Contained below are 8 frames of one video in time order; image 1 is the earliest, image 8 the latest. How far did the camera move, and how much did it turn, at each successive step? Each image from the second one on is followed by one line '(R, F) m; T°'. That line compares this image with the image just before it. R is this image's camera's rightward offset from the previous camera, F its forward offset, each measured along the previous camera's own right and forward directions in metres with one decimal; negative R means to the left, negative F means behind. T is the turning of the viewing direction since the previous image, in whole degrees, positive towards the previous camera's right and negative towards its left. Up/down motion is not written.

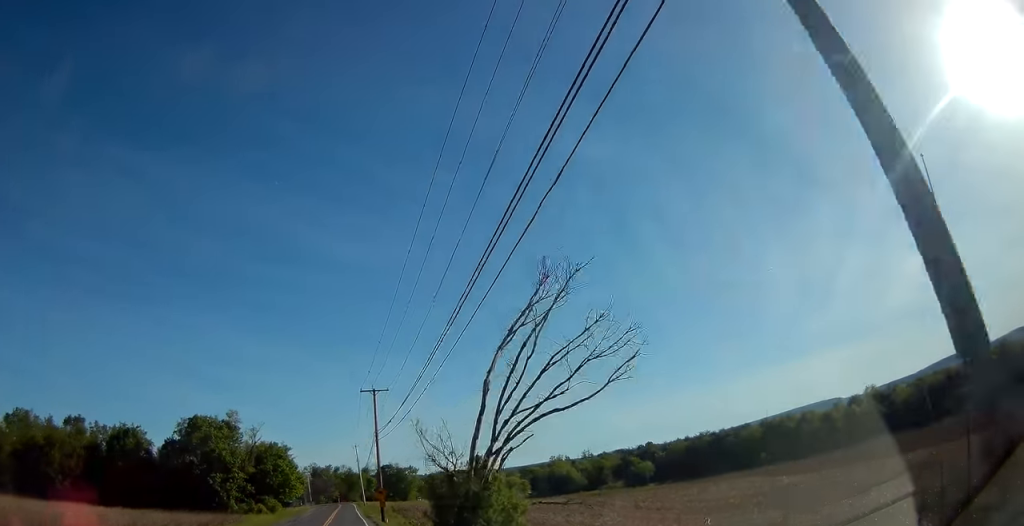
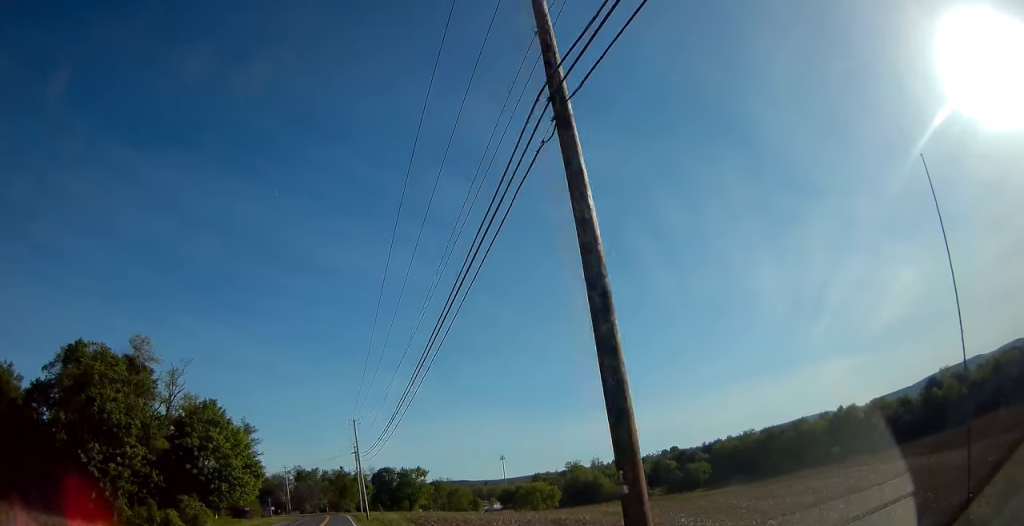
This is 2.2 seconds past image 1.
(+0.6, +42.4) m; +1°
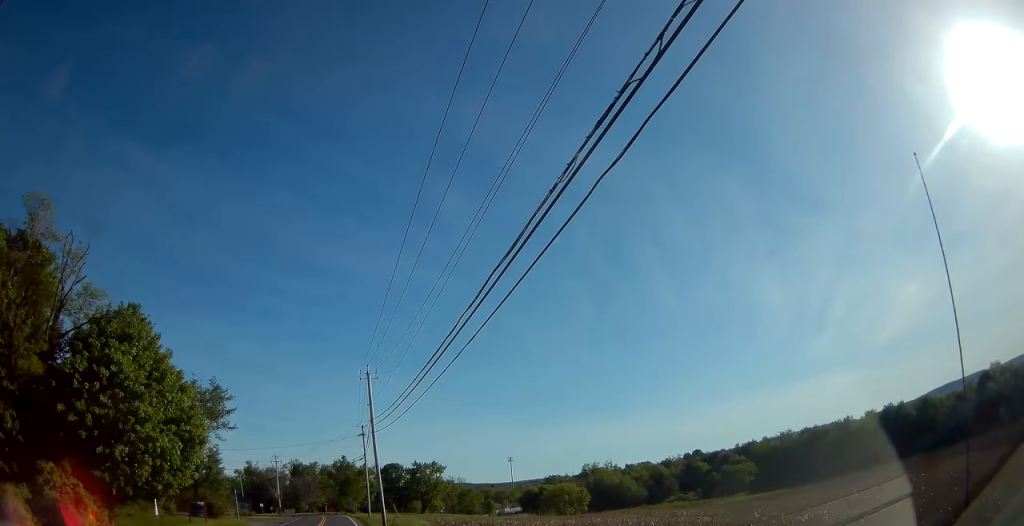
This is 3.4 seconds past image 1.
(+0.2, +23.0) m; 0°
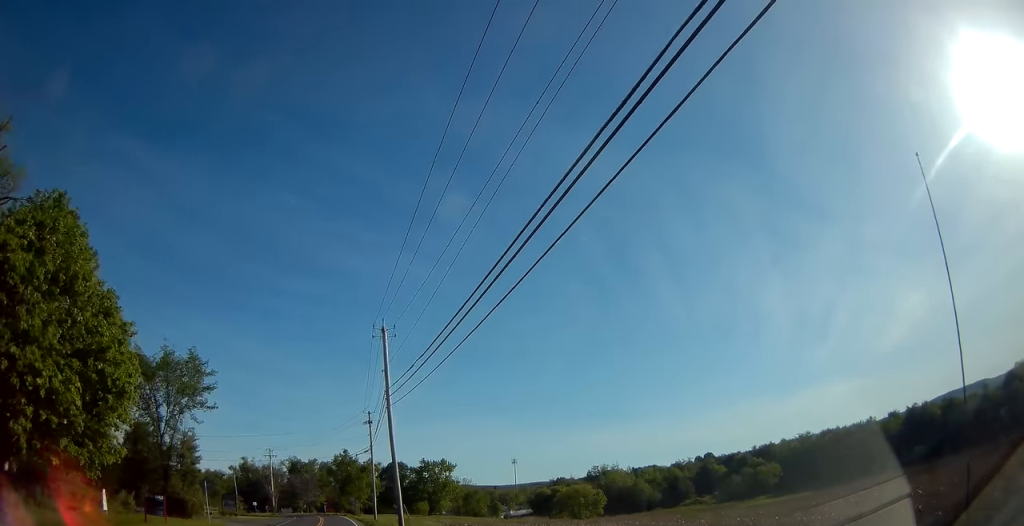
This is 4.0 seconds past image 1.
(0.0, +11.0) m; 0°
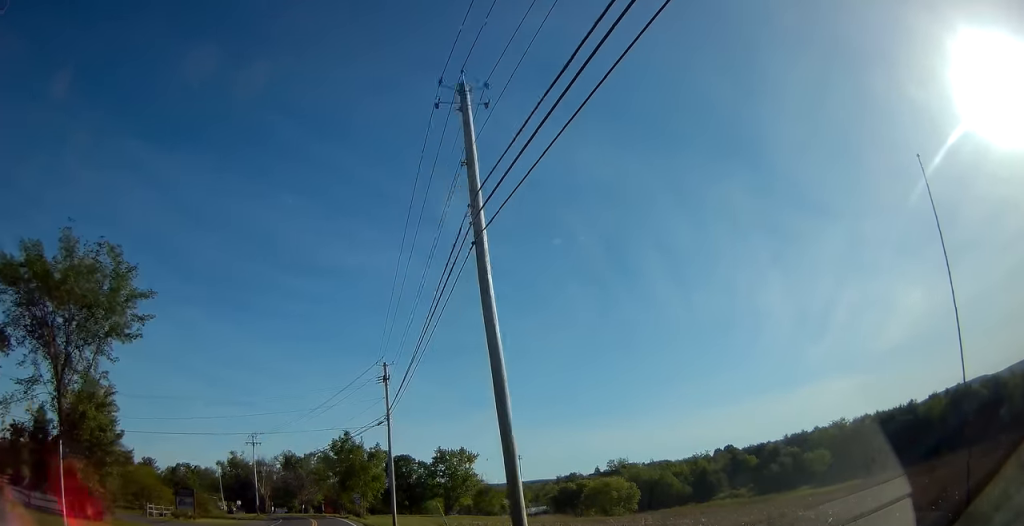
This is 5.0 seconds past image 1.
(-0.1, +19.9) m; 0°
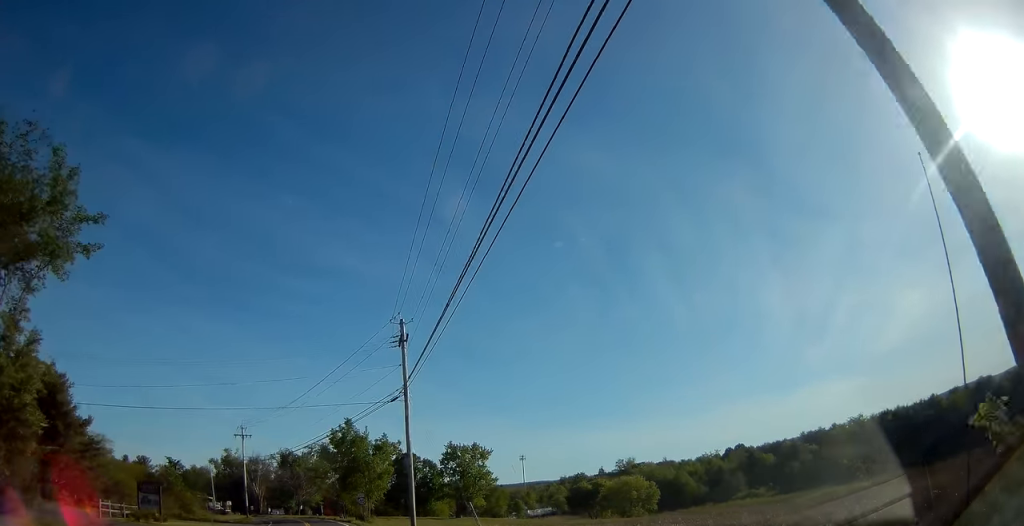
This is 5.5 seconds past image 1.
(+0.1, +9.6) m; 0°
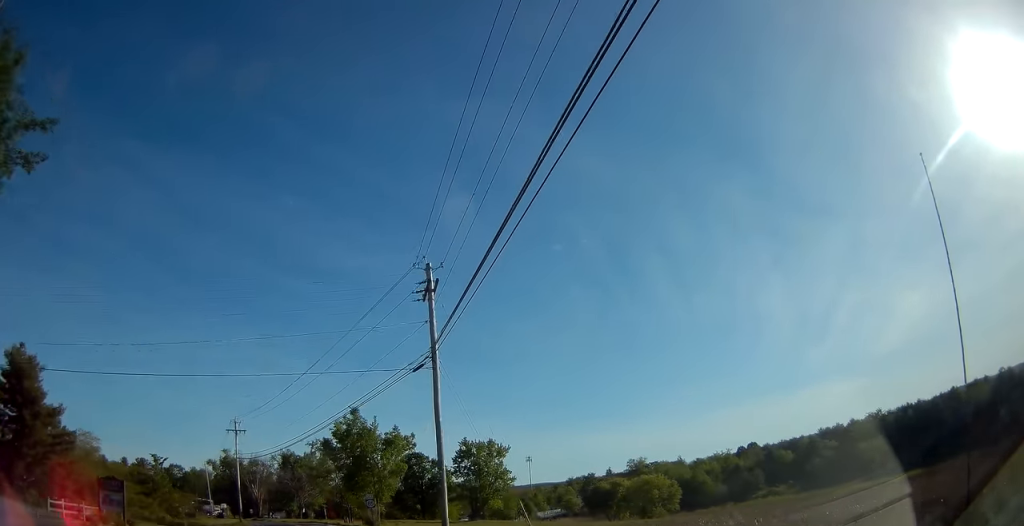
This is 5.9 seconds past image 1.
(+0.1, +7.7) m; 0°
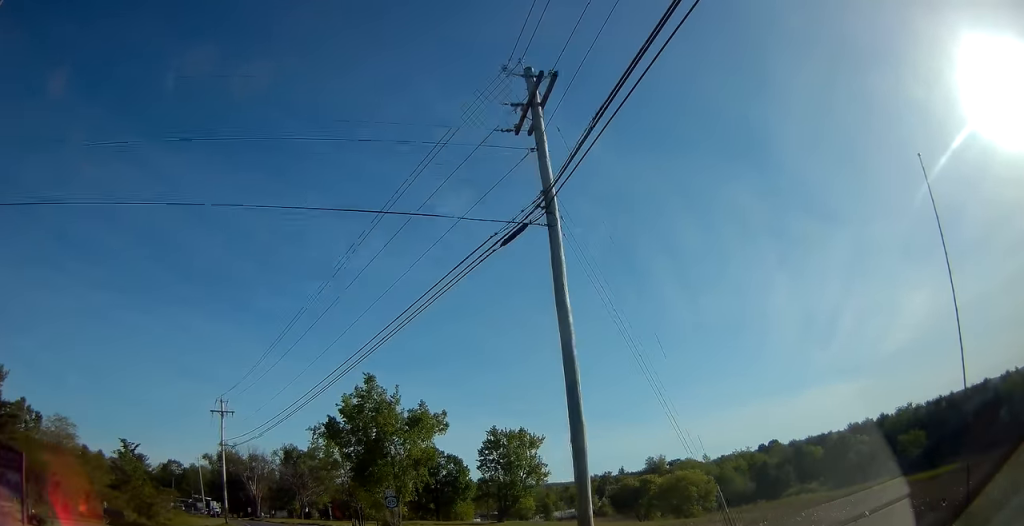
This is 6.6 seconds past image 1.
(0.0, +12.0) m; -1°
